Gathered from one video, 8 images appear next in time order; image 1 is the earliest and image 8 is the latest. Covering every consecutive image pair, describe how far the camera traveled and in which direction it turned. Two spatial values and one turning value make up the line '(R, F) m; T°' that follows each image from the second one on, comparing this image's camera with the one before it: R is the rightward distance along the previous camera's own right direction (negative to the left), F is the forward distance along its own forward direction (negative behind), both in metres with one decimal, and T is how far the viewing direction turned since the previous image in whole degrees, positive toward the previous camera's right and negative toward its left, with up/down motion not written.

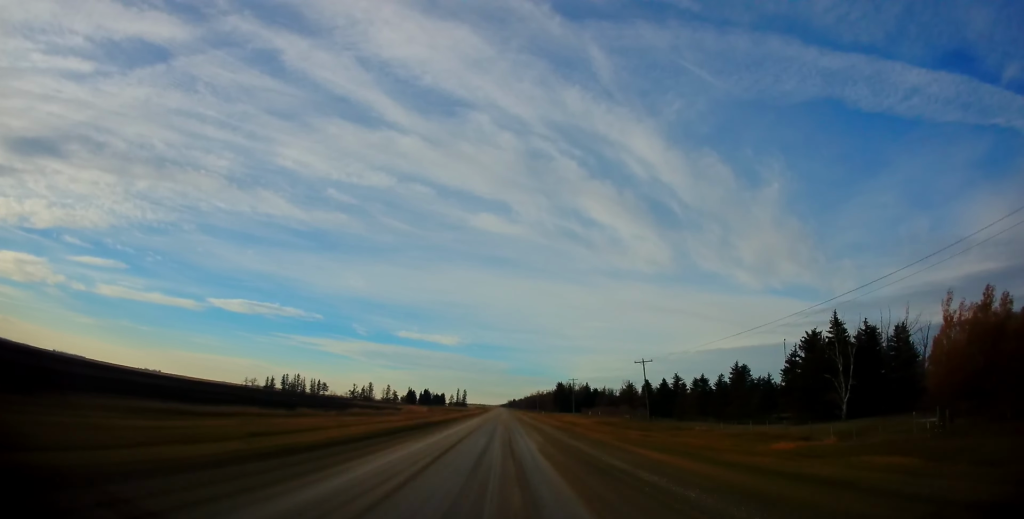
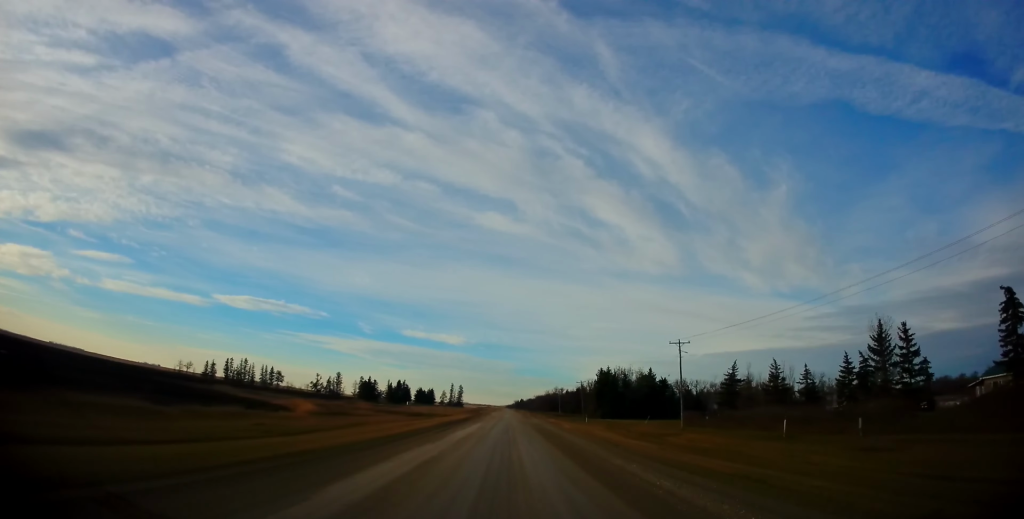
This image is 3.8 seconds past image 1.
(-0.1, +89.2) m; 0°
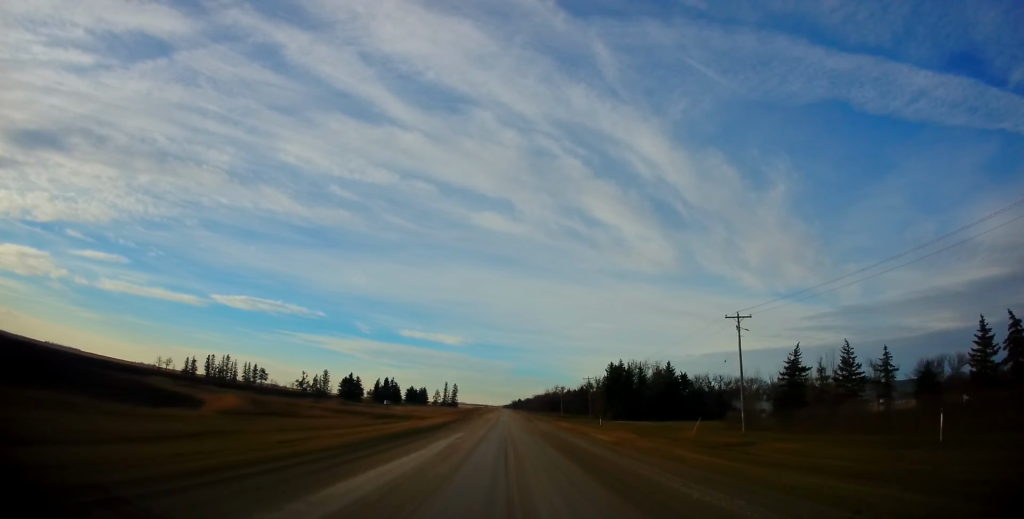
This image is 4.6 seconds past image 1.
(0.0, +16.4) m; 0°
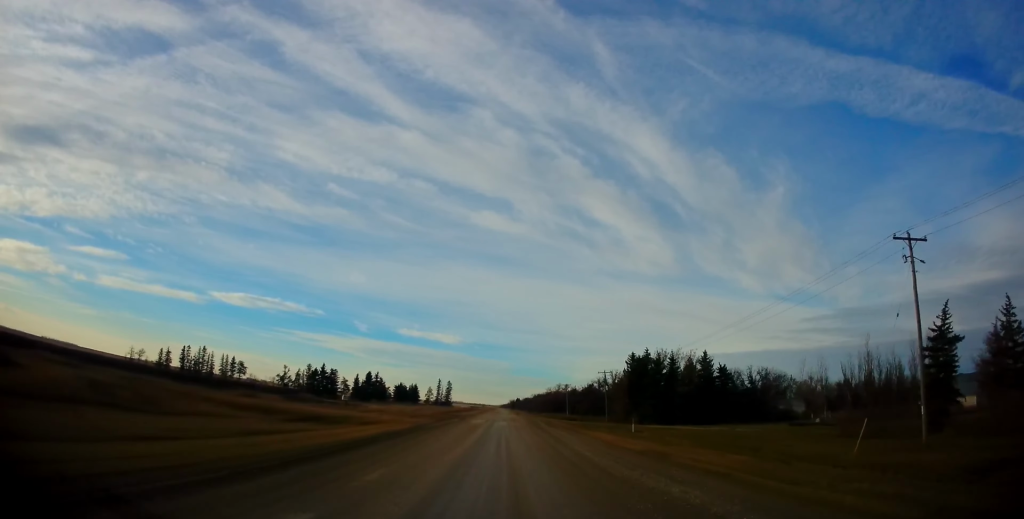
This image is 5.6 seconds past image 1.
(0.0, +20.1) m; 0°
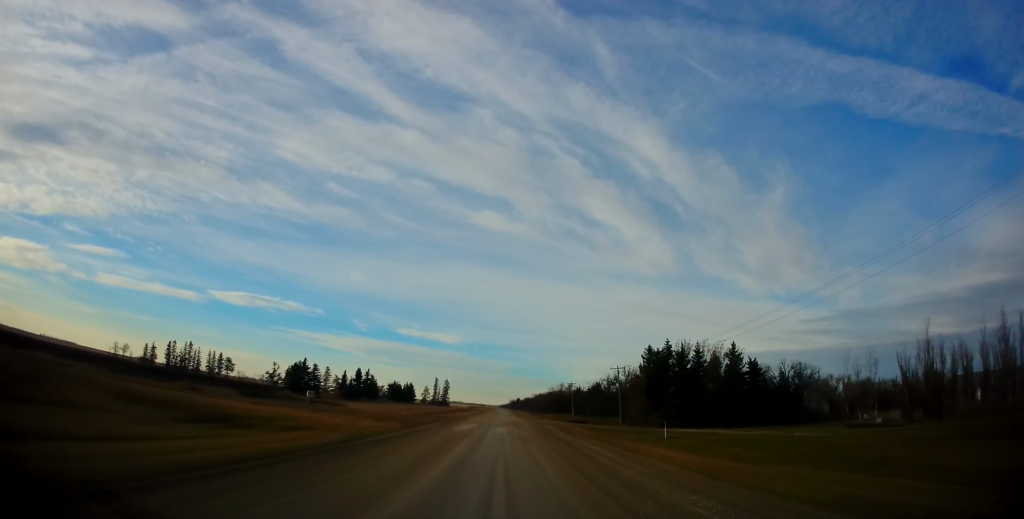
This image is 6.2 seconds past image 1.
(0.0, +11.2) m; 0°
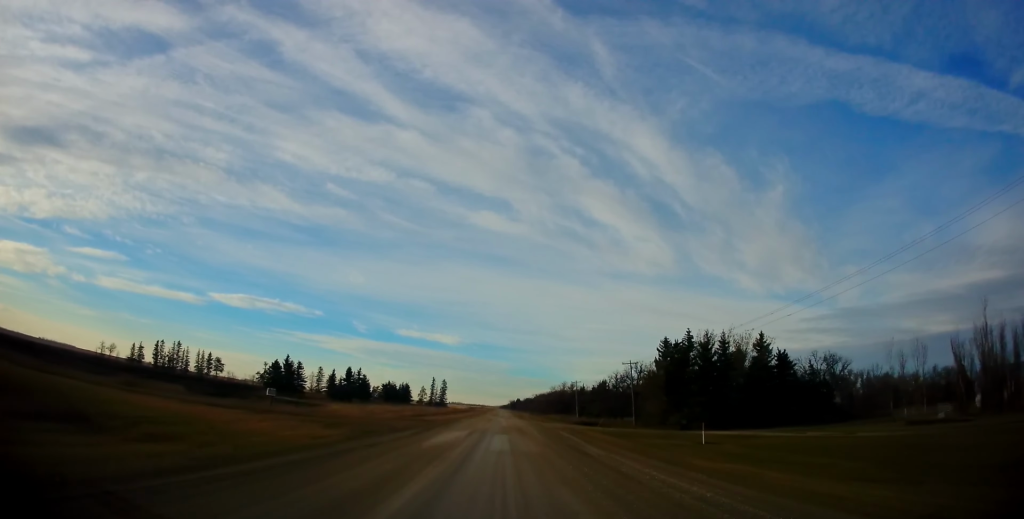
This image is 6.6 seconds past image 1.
(0.0, +8.6) m; 0°
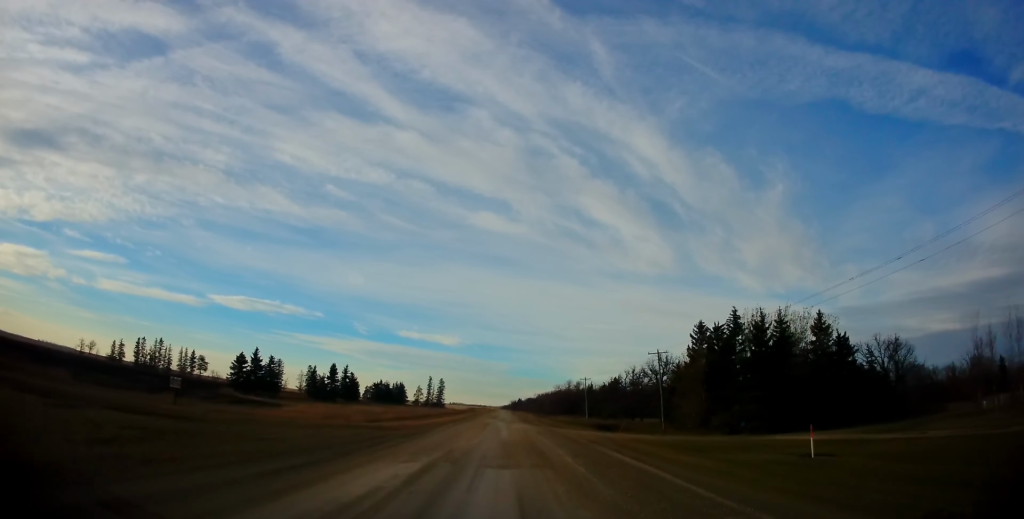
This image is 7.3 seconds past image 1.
(0.0, +14.6) m; 0°
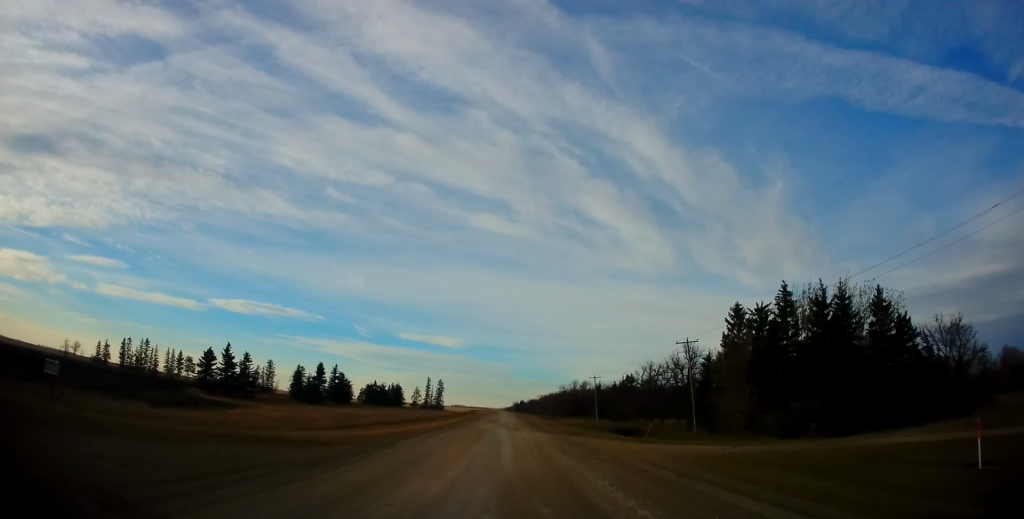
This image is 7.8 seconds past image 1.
(0.0, +11.3) m; 0°
